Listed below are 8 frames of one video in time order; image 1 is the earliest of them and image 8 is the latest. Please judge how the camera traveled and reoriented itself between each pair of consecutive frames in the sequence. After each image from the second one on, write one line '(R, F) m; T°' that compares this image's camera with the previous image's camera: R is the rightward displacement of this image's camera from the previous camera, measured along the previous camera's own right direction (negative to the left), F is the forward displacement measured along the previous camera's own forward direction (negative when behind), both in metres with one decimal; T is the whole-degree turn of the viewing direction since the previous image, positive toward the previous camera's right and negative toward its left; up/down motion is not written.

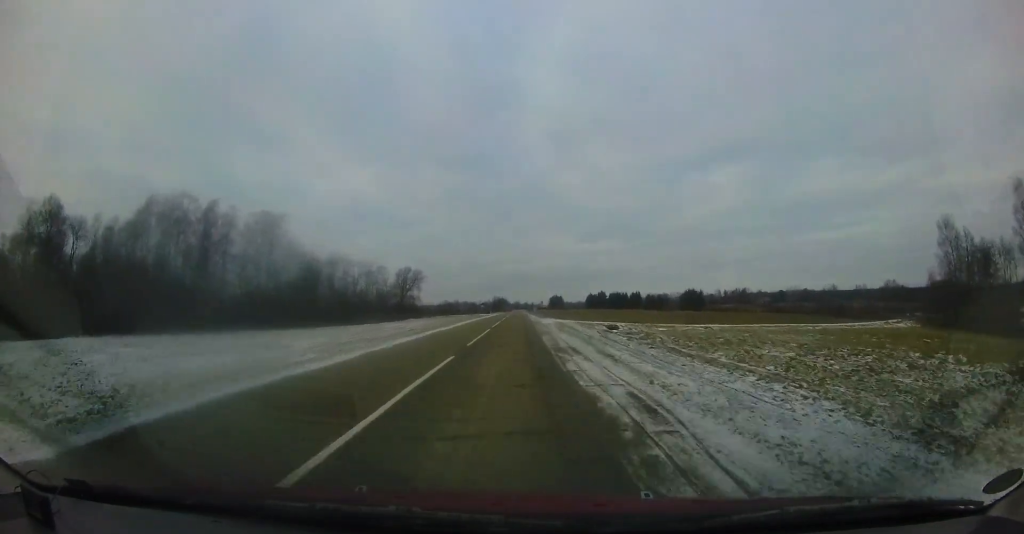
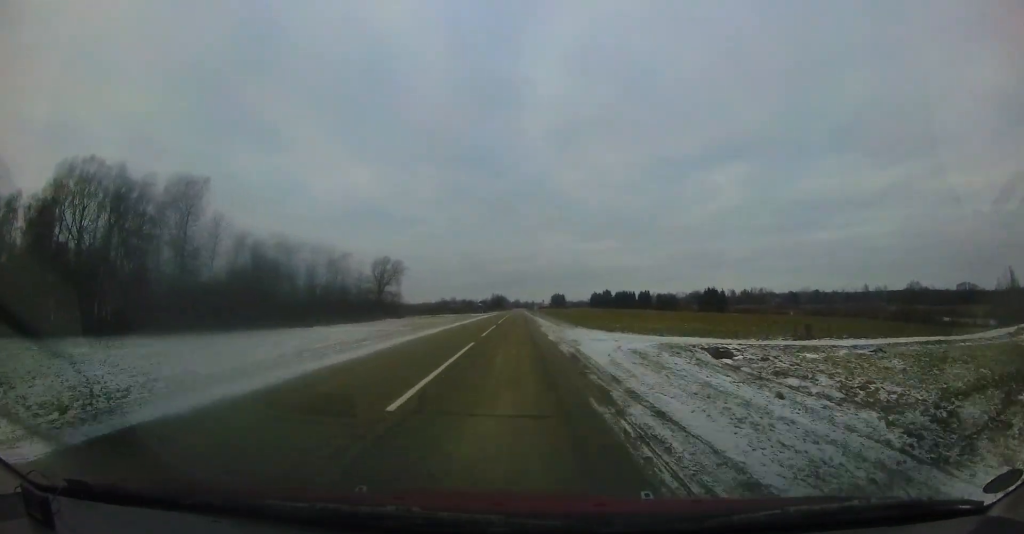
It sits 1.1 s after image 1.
(-0.3, +20.3) m; 0°
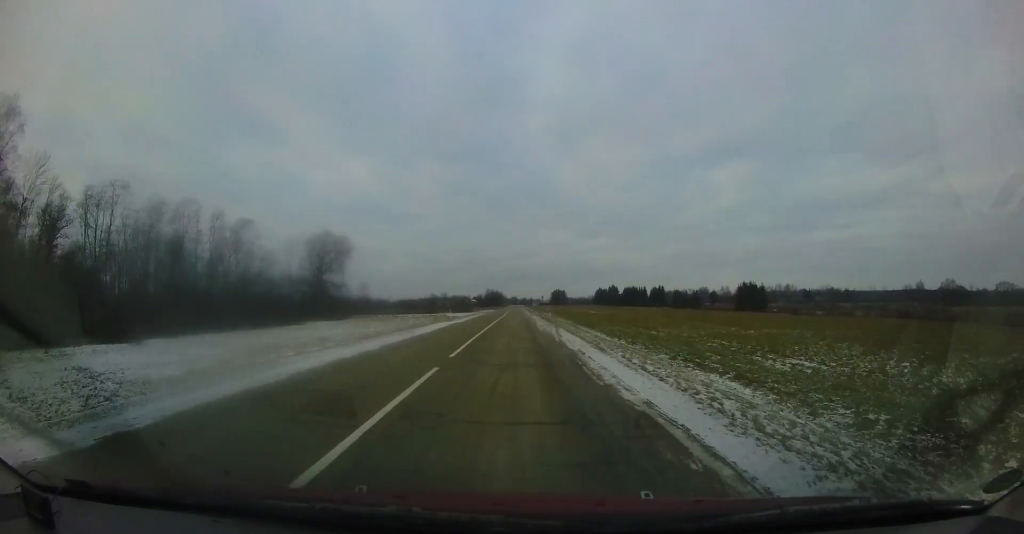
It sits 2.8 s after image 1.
(+0.6, +30.9) m; +1°
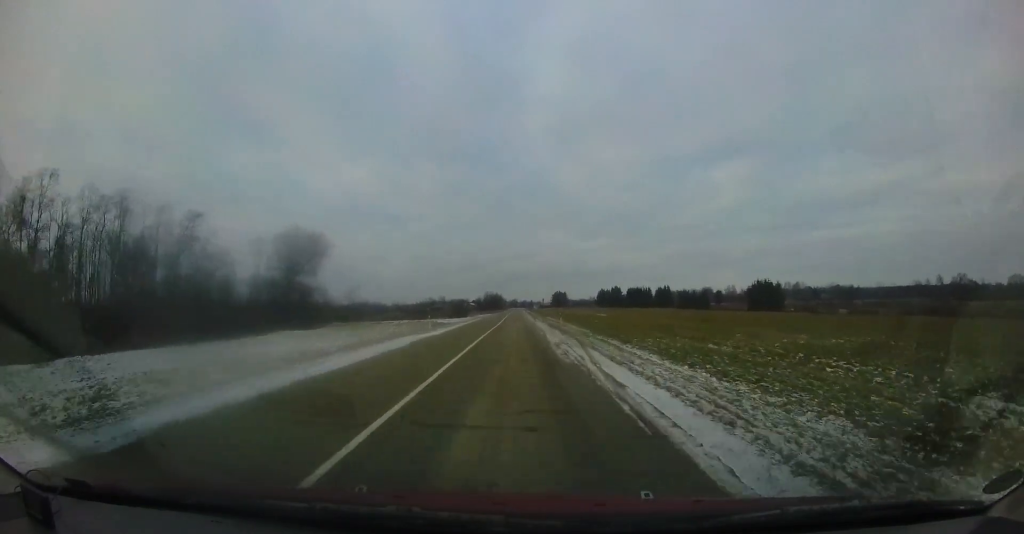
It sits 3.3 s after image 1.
(-0.1, +9.4) m; 0°
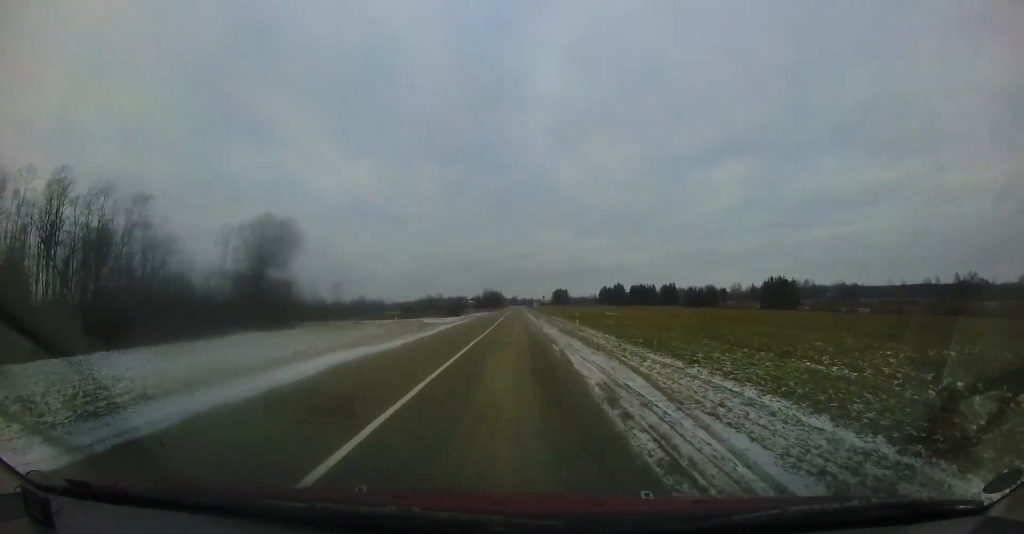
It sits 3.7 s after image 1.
(0.0, +8.1) m; 0°
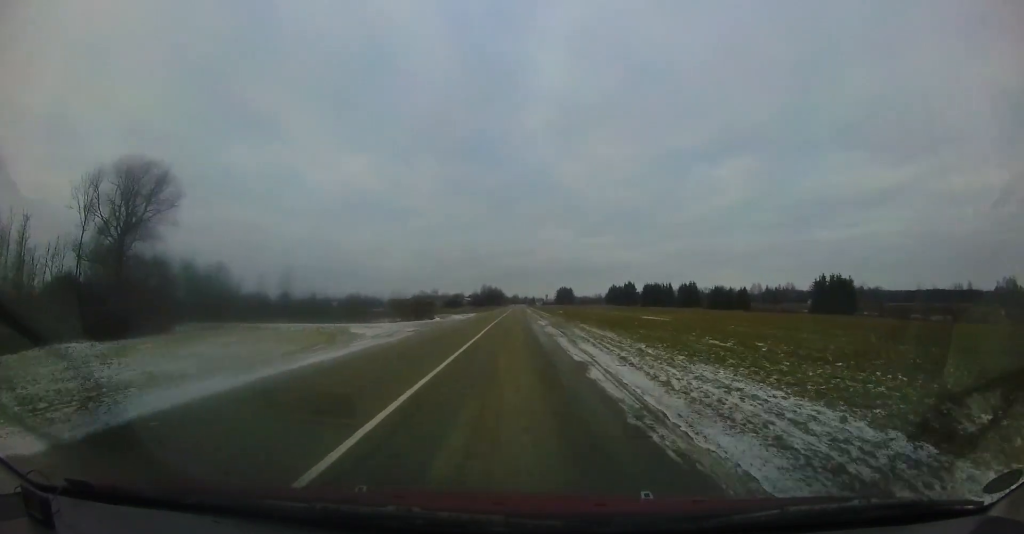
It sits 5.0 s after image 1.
(+0.1, +24.5) m; 0°
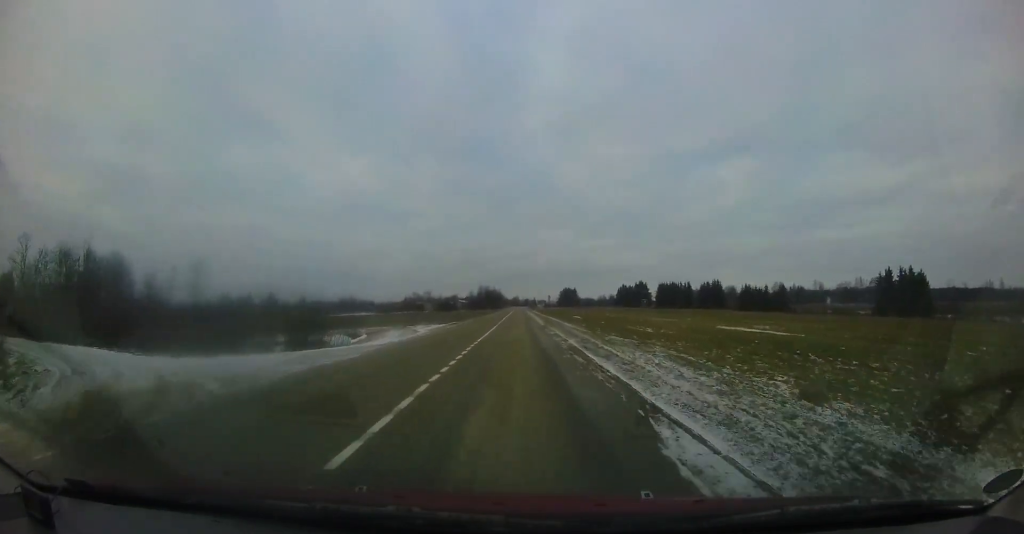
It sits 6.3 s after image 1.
(-0.2, +24.2) m; 0°
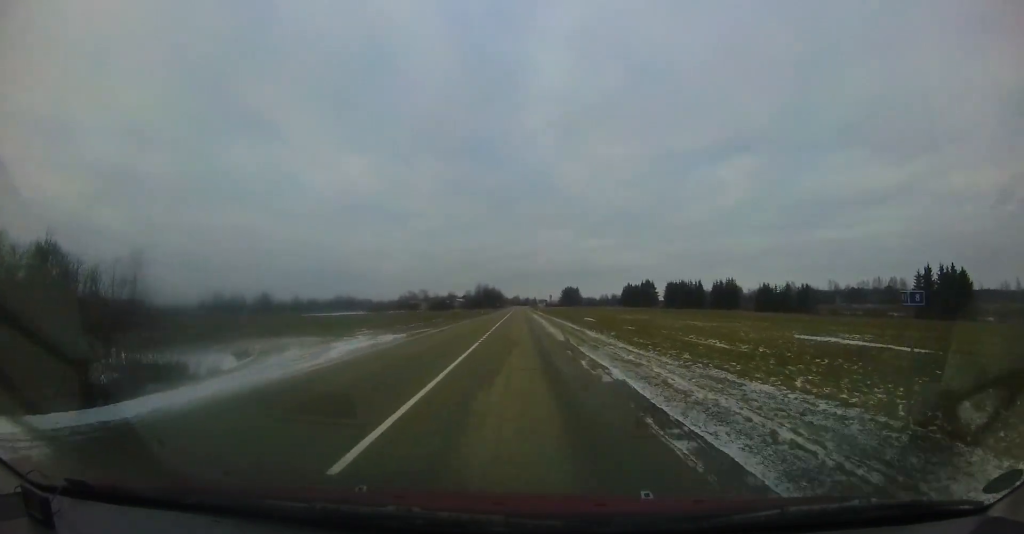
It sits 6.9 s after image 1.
(-0.1, +11.8) m; +1°
